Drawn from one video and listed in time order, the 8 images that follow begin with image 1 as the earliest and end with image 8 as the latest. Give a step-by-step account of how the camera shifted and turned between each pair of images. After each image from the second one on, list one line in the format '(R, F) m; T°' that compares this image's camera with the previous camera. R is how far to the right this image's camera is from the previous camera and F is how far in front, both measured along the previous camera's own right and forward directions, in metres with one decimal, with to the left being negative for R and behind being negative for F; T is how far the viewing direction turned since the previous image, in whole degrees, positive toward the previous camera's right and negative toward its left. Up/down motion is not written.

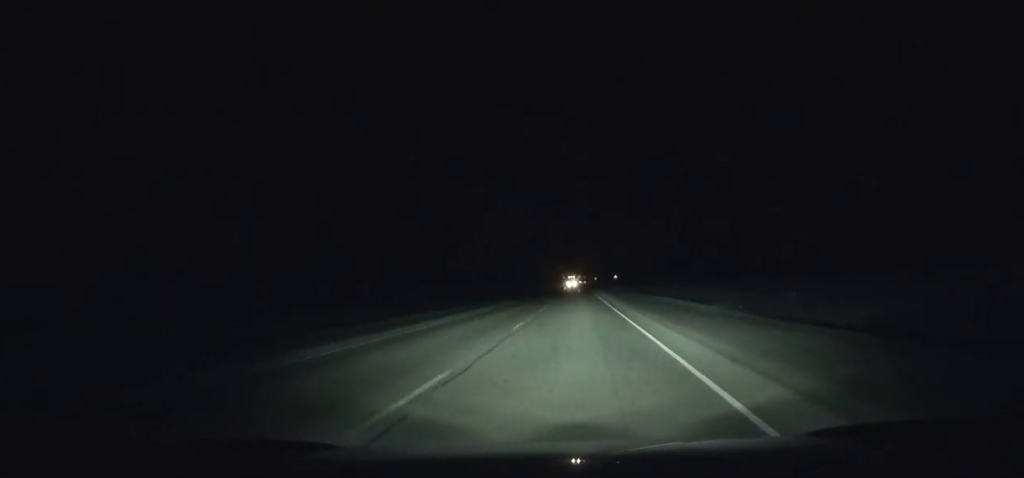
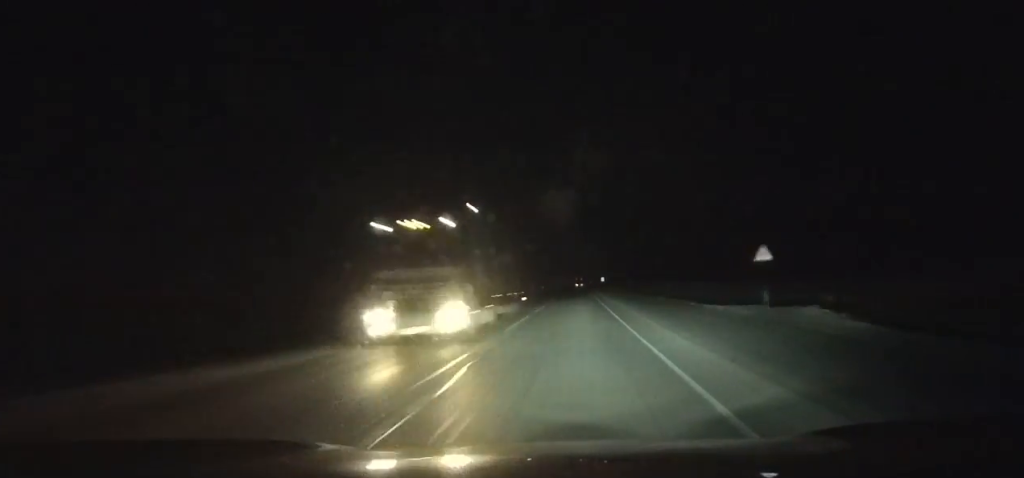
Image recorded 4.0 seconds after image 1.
(-0.2, +118.8) m; 0°
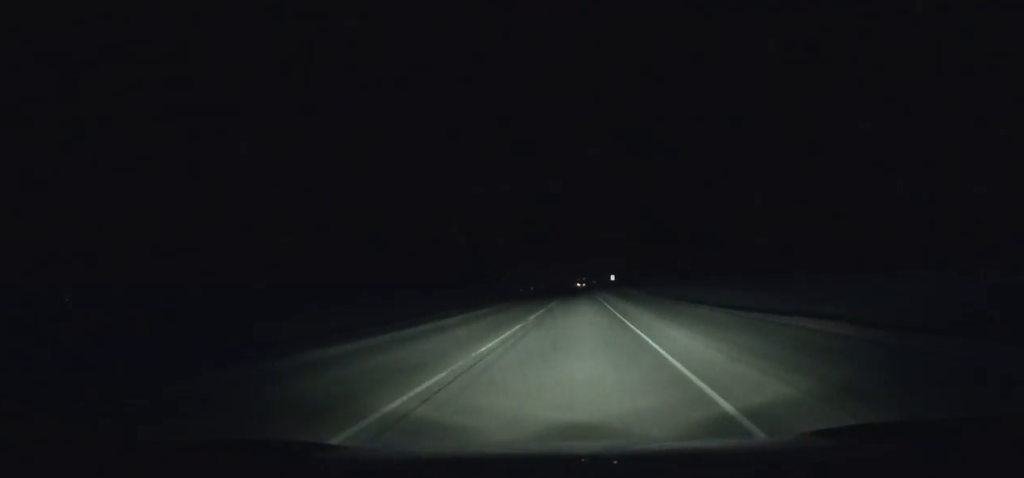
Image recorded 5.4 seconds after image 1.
(0.0, +42.2) m; 0°
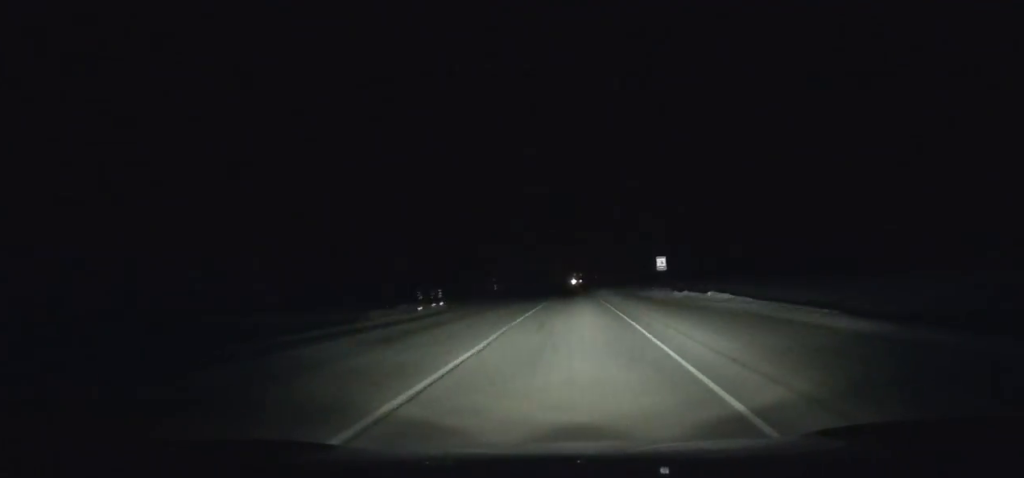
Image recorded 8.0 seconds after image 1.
(0.0, +78.8) m; 0°
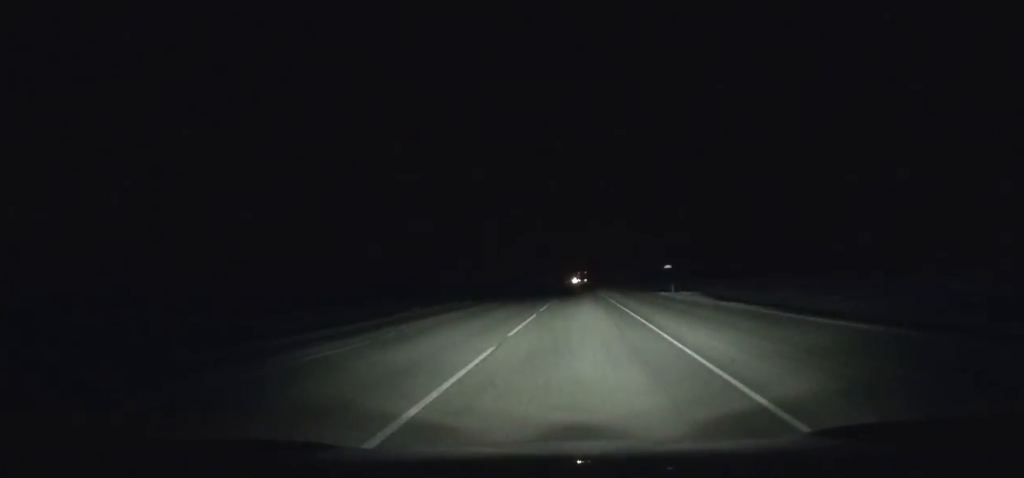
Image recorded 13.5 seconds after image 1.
(0.0, +166.9) m; 0°
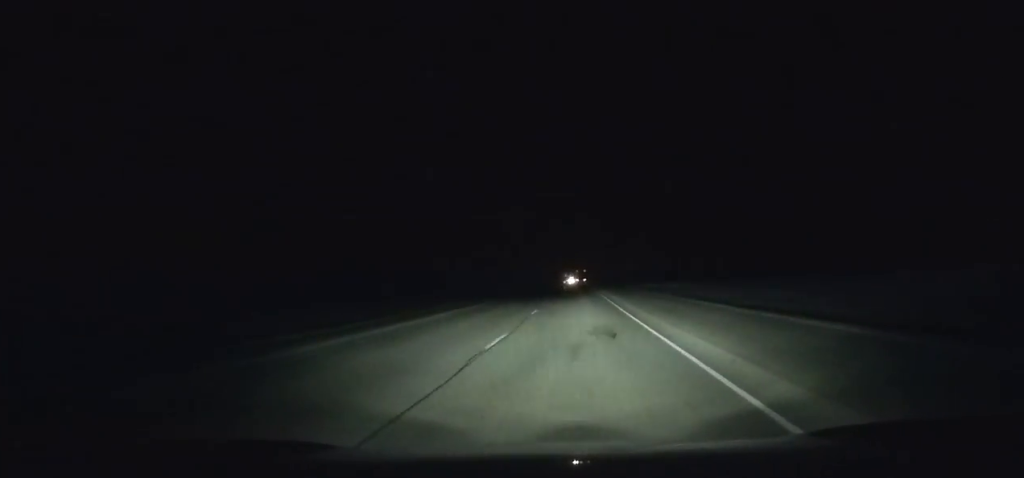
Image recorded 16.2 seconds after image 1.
(0.0, +81.0) m; 0°
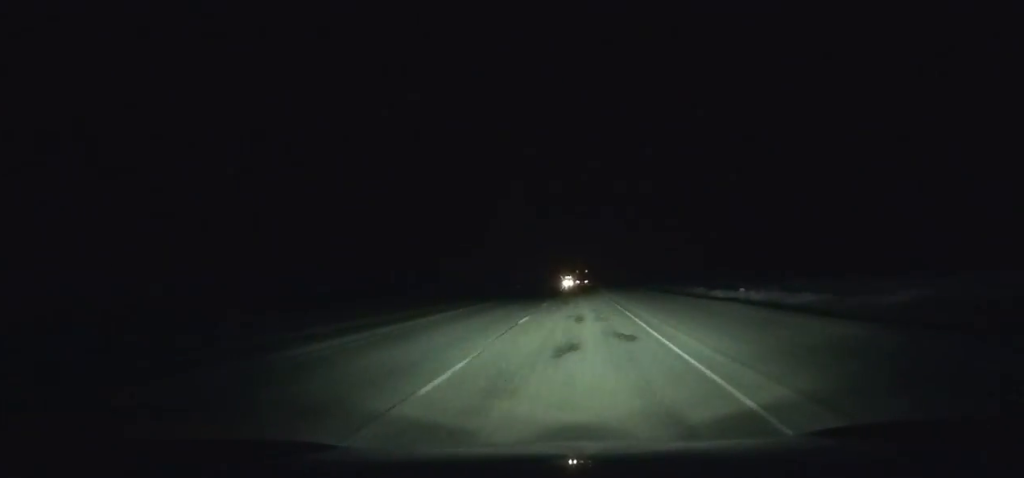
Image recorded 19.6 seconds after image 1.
(+0.3, +100.3) m; +1°
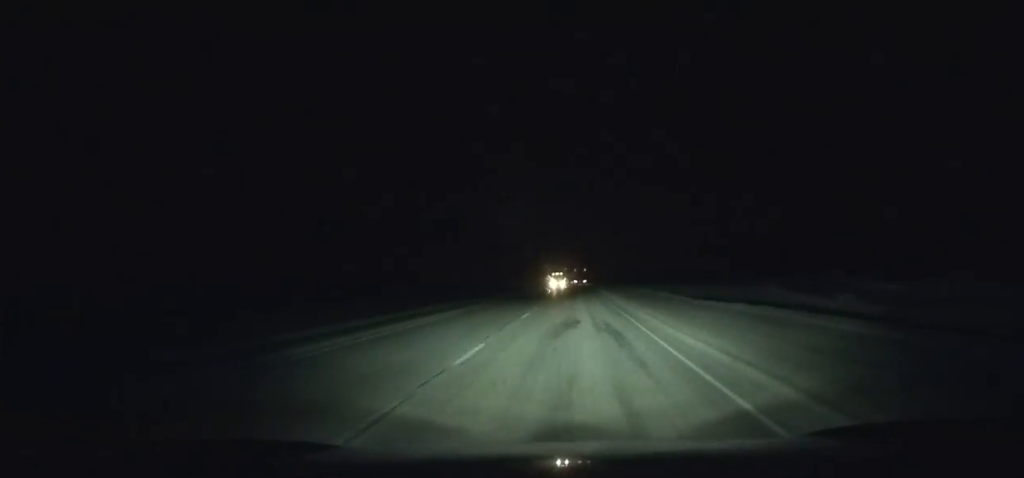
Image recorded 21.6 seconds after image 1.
(+0.3, +57.6) m; 0°
